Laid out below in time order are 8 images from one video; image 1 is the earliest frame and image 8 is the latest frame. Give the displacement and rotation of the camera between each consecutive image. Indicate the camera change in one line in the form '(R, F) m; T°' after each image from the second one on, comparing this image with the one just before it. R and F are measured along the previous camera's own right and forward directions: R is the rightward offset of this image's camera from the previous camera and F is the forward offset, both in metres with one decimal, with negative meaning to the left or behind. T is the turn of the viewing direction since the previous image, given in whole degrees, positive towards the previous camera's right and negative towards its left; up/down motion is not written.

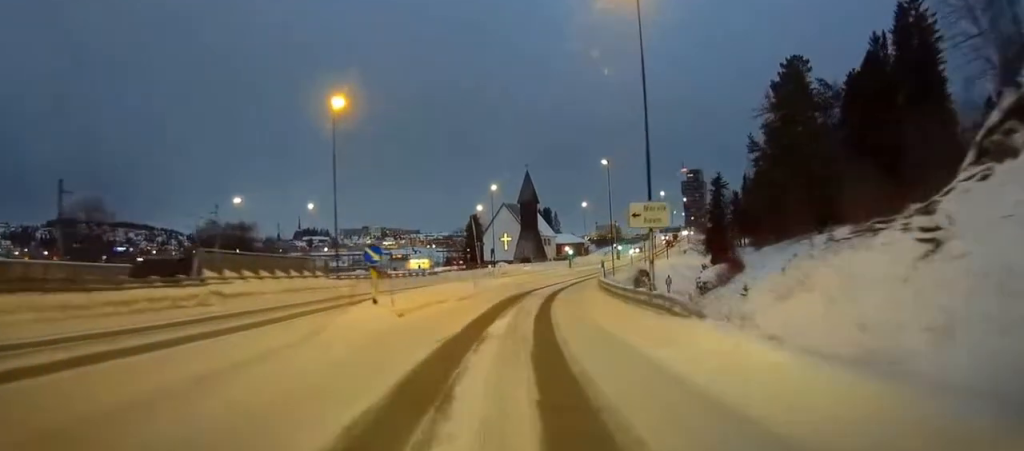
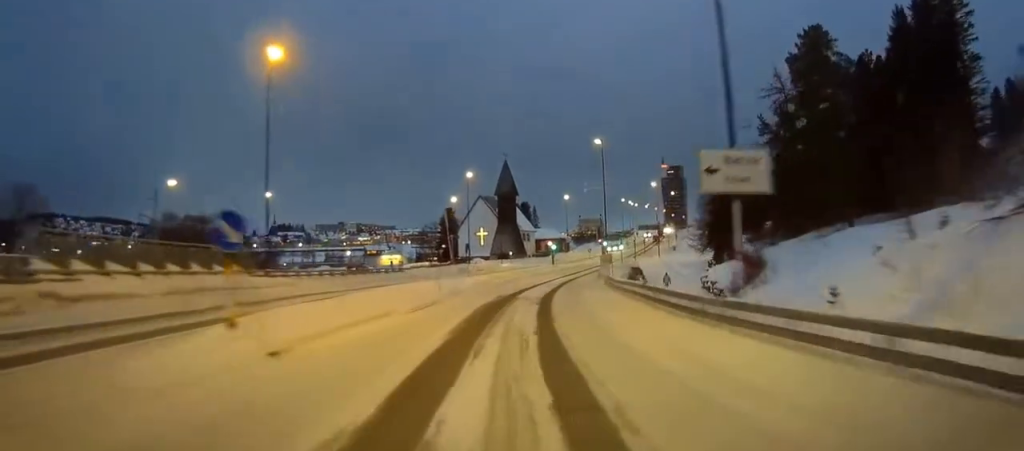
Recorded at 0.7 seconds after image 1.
(+0.1, +9.8) m; +2°
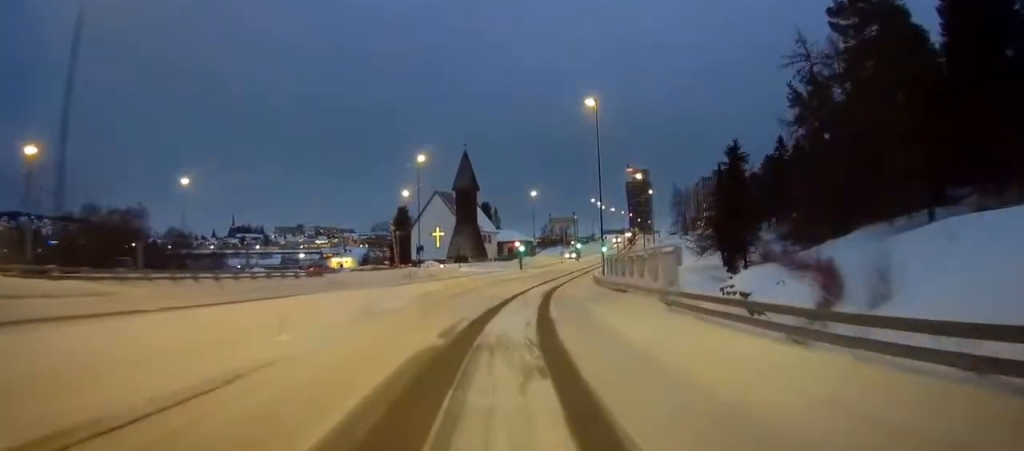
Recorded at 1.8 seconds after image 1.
(+0.6, +15.9) m; +3°
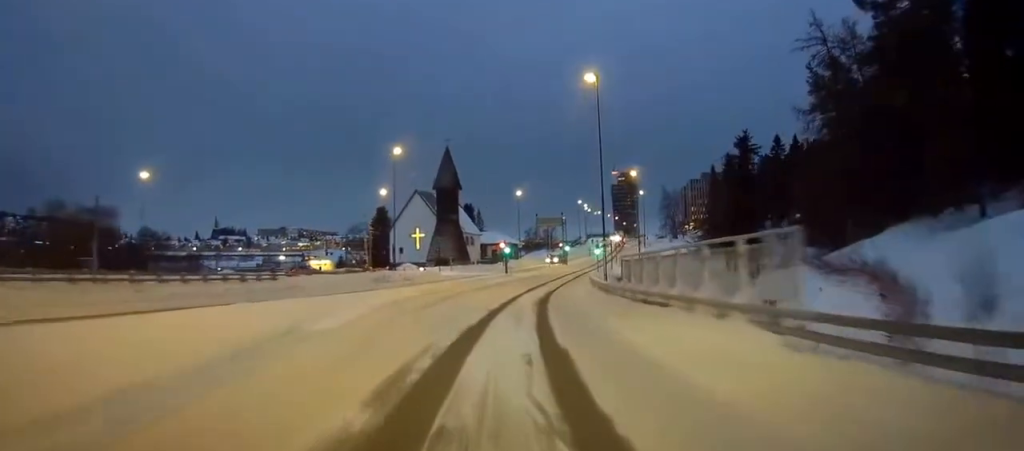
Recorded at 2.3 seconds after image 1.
(+0.1, +6.6) m; +1°
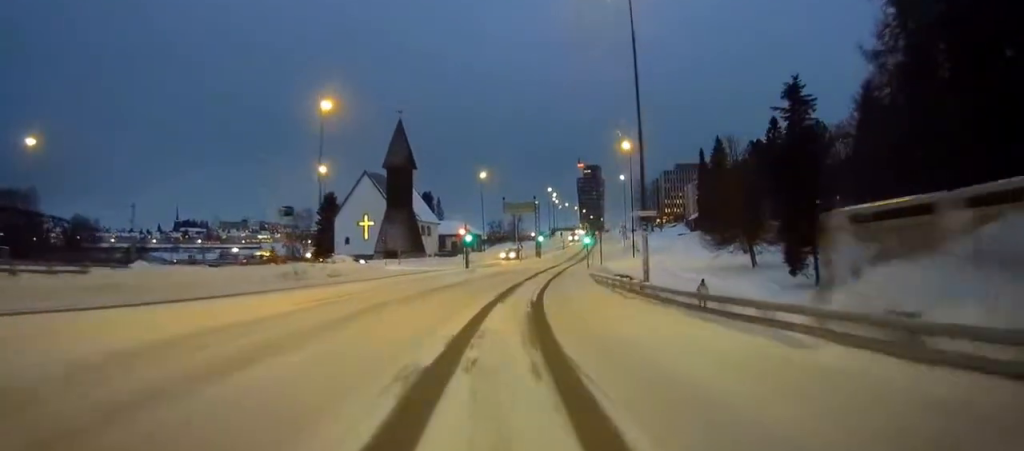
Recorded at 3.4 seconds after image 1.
(+0.1, +16.1) m; +1°
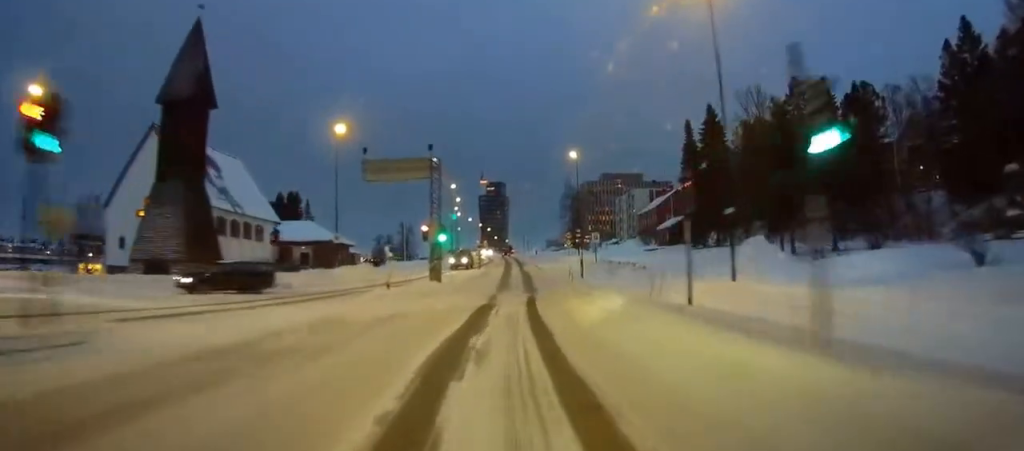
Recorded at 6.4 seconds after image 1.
(+3.2, +42.6) m; +8°
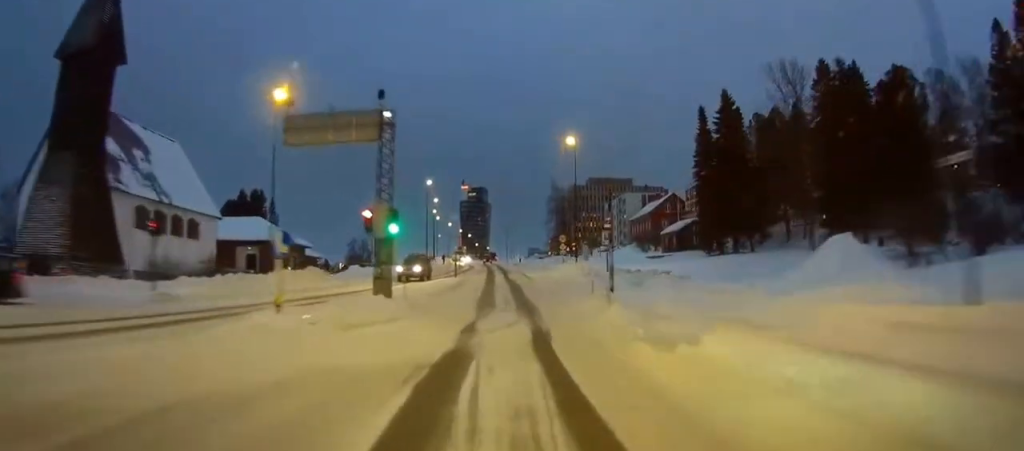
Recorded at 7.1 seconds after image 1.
(+0.2, +11.9) m; +1°
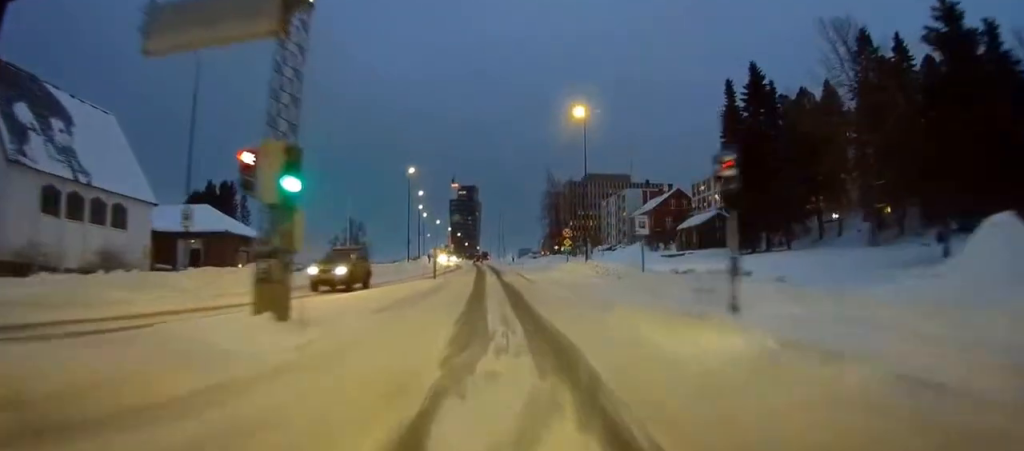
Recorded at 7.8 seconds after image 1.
(+0.1, +10.9) m; +1°
